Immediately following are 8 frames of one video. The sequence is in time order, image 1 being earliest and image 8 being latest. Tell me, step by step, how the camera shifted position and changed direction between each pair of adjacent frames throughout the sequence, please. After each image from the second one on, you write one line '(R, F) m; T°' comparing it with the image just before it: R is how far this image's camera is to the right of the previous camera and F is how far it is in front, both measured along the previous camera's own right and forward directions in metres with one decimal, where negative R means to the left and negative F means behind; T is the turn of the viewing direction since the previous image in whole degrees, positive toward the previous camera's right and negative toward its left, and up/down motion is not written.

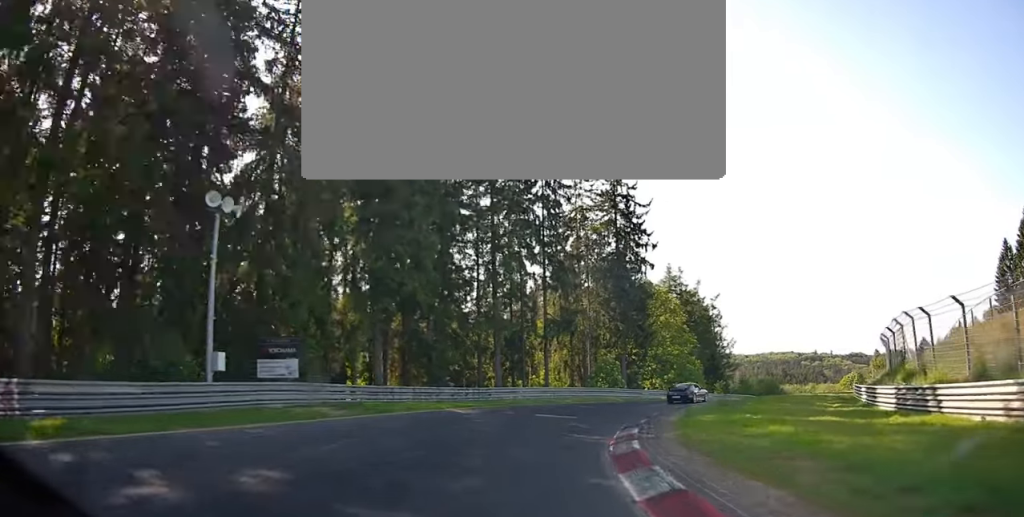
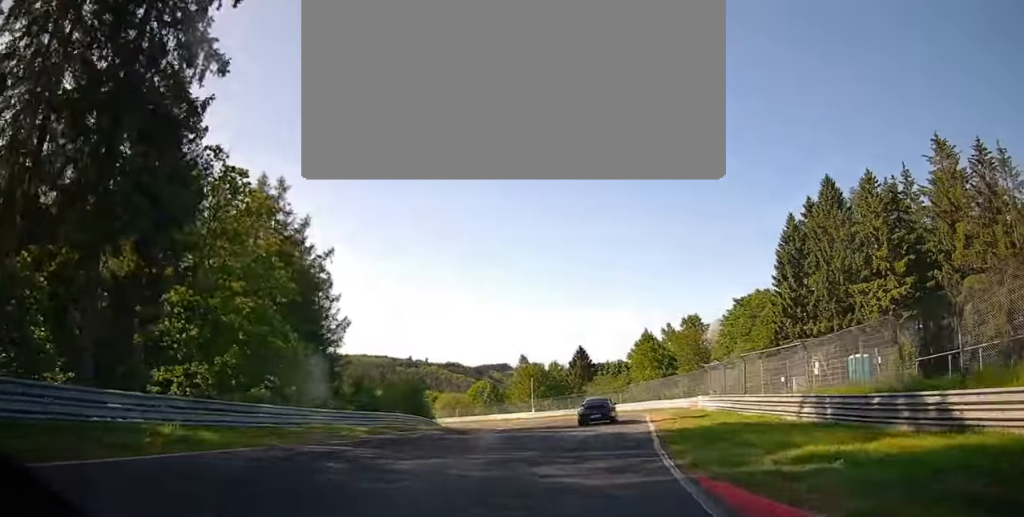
(+13.5, +34.2) m; +38°
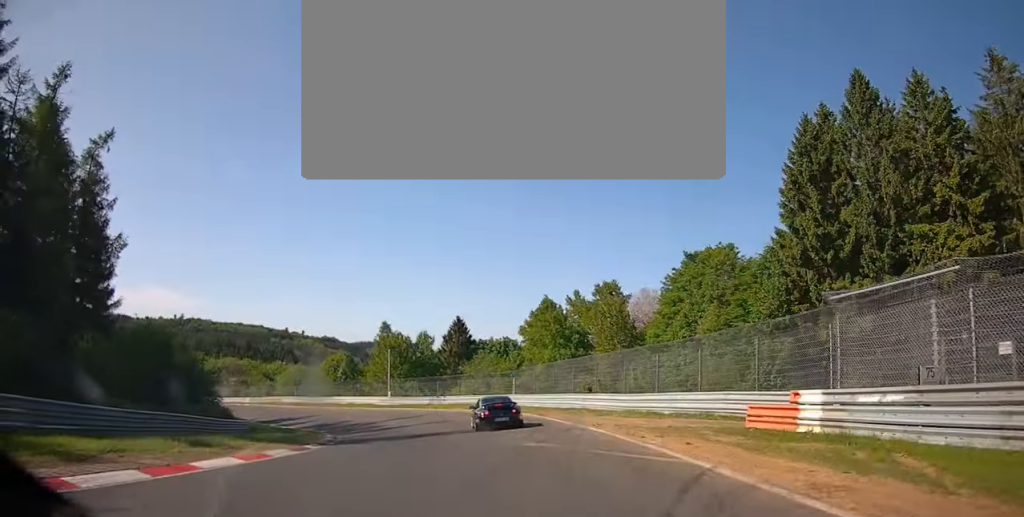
(+3.2, +27.3) m; +2°
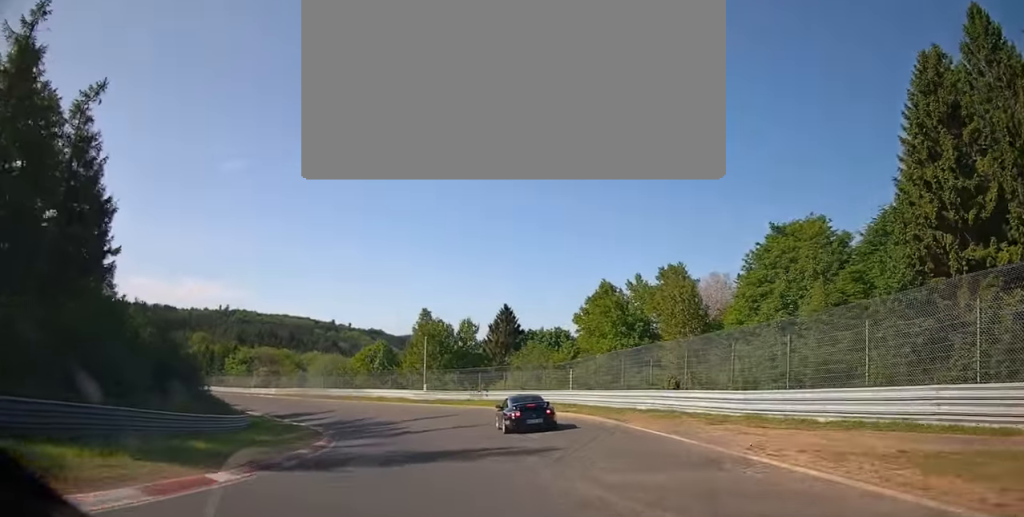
(0.0, +9.5) m; -5°
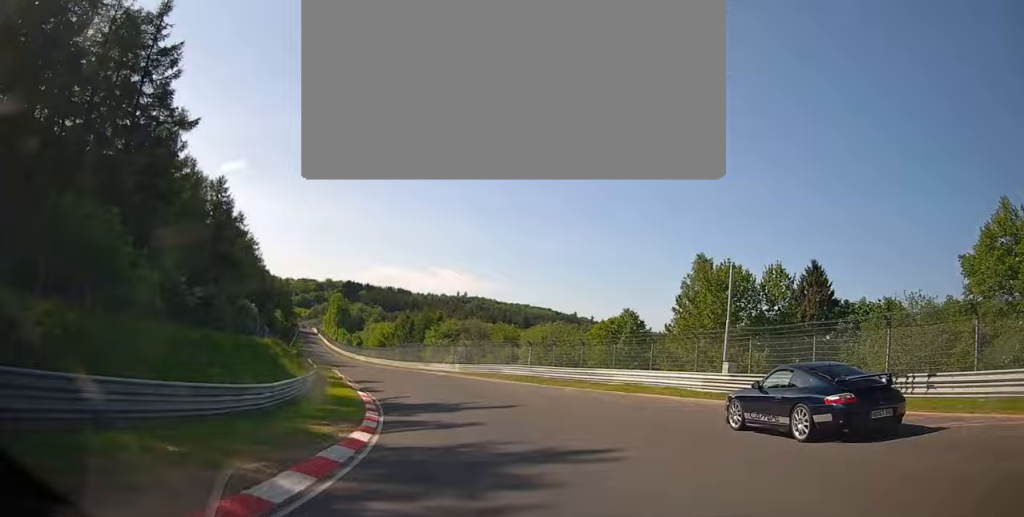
(-8.8, +35.0) m; -25°
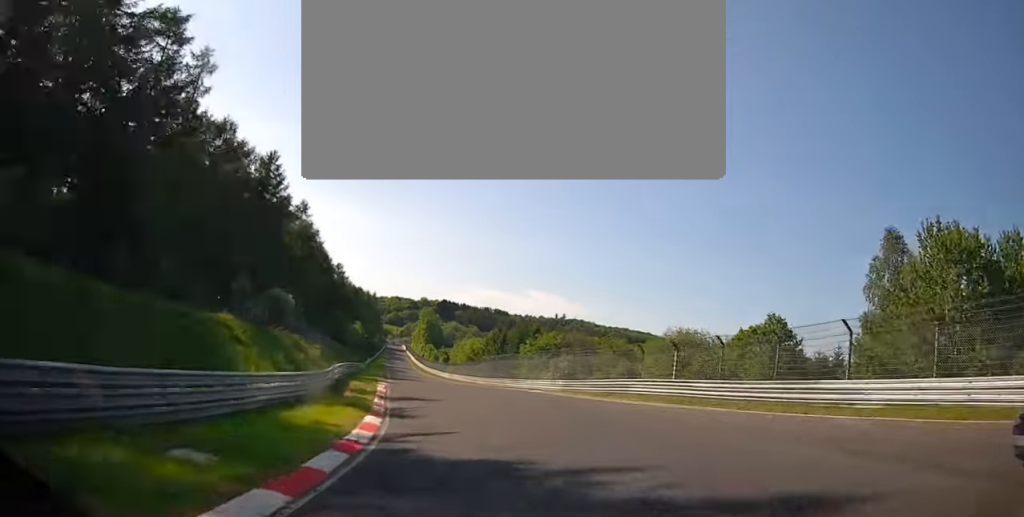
(-1.6, +18.6) m; -8°
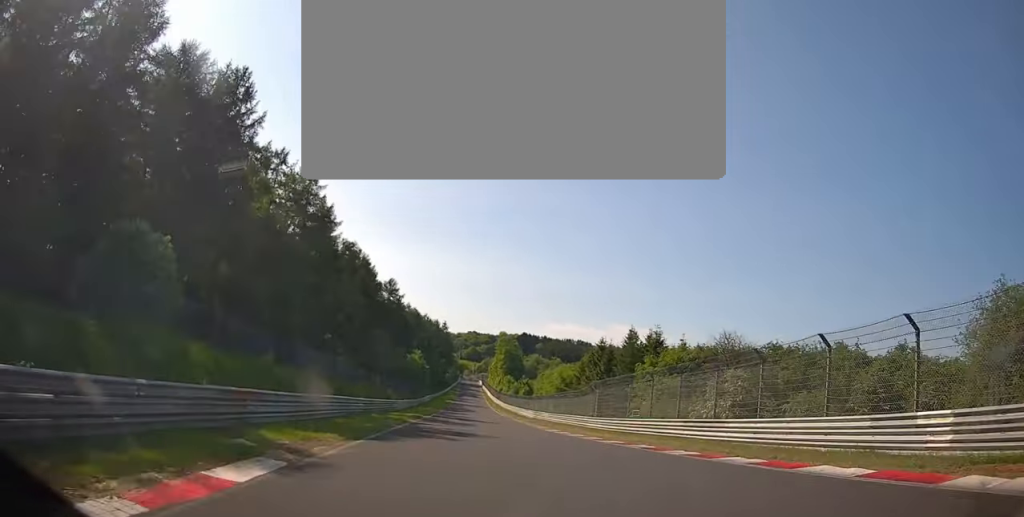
(-2.1, +34.3) m; -4°
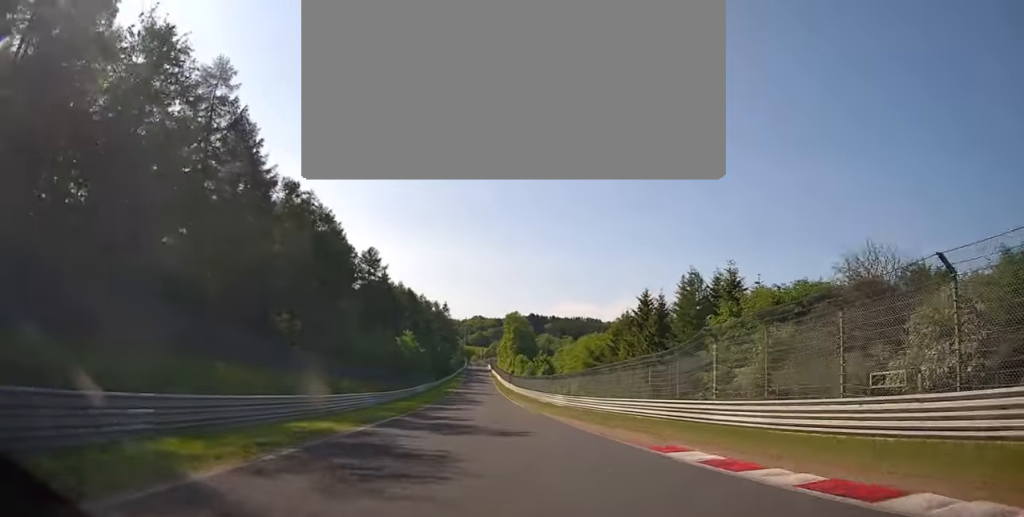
(-0.1, +23.6) m; -1°
